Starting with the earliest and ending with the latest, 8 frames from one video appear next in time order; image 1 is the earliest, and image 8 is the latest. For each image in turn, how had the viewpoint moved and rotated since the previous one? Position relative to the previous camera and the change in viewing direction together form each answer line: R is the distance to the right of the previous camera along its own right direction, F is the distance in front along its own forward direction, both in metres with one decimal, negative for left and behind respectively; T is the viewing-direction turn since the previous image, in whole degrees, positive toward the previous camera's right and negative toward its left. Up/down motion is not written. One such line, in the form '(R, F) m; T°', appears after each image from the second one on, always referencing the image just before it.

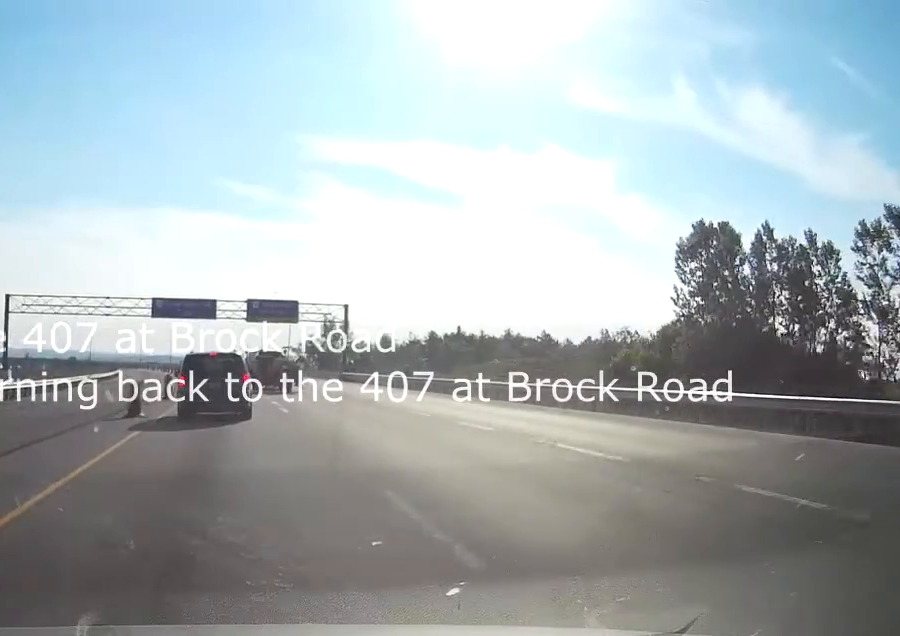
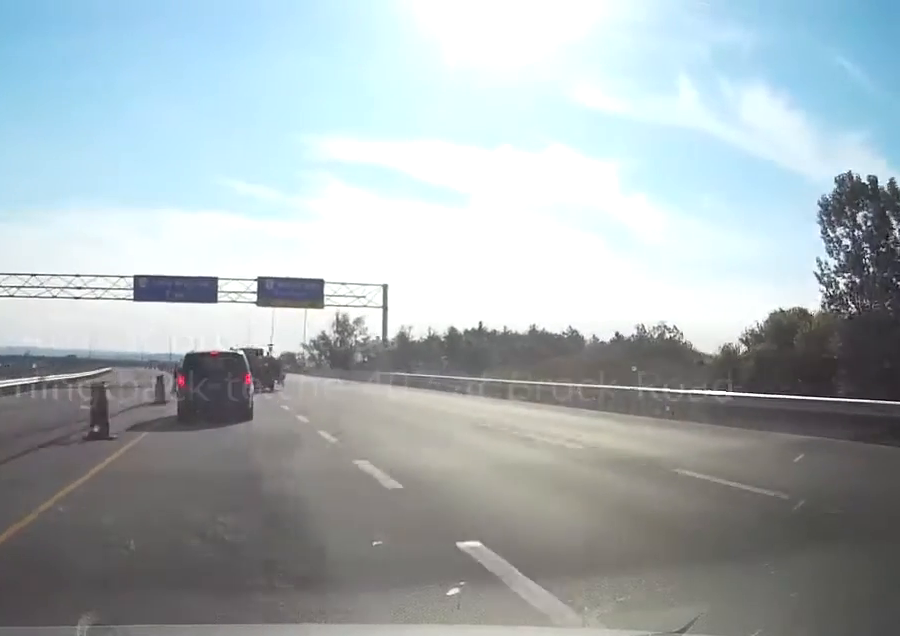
(-0.1, +22.0) m; 0°
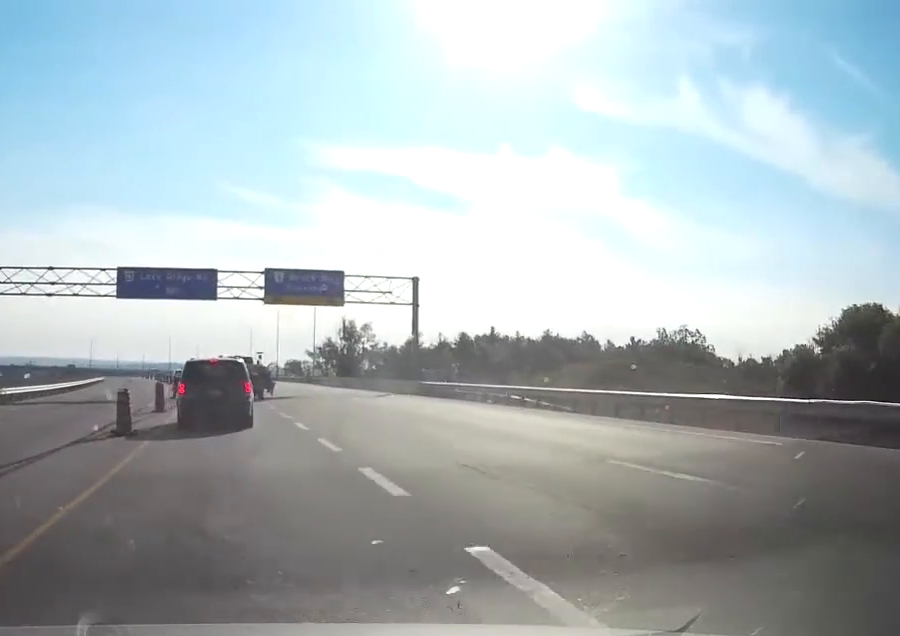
(0.0, +12.1) m; 0°
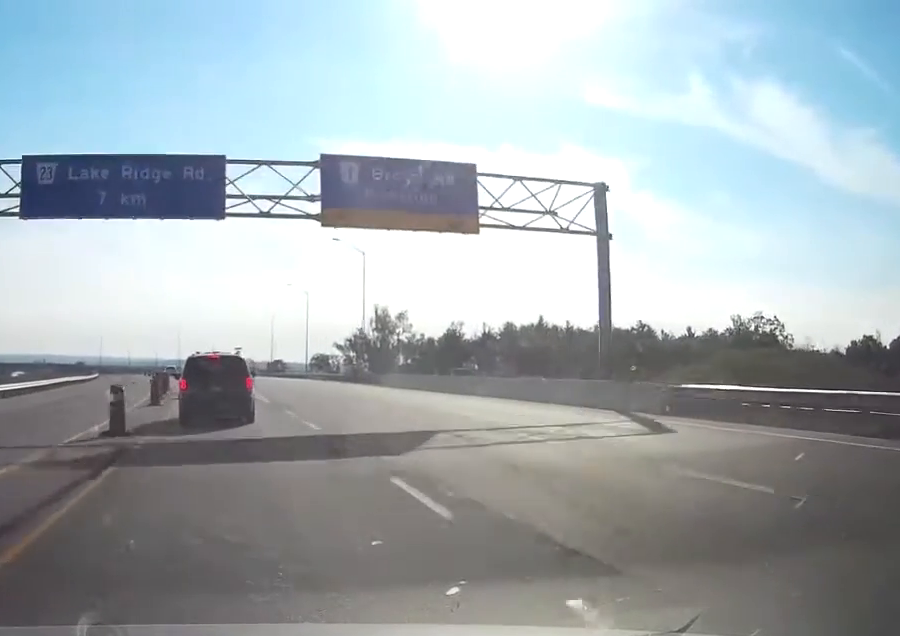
(-0.3, +32.1) m; -1°
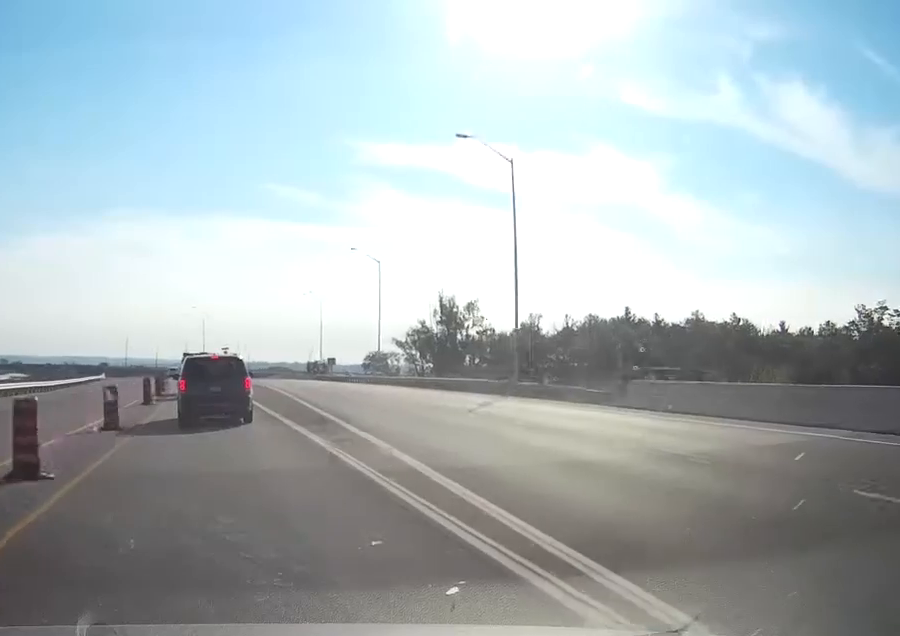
(-0.7, +40.3) m; -3°
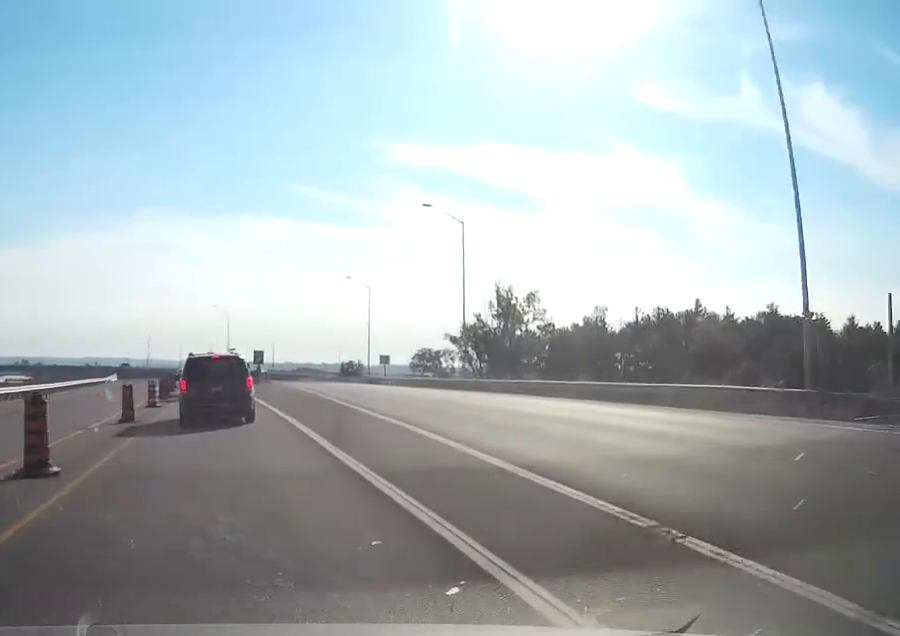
(-0.7, +25.0) m; -2°
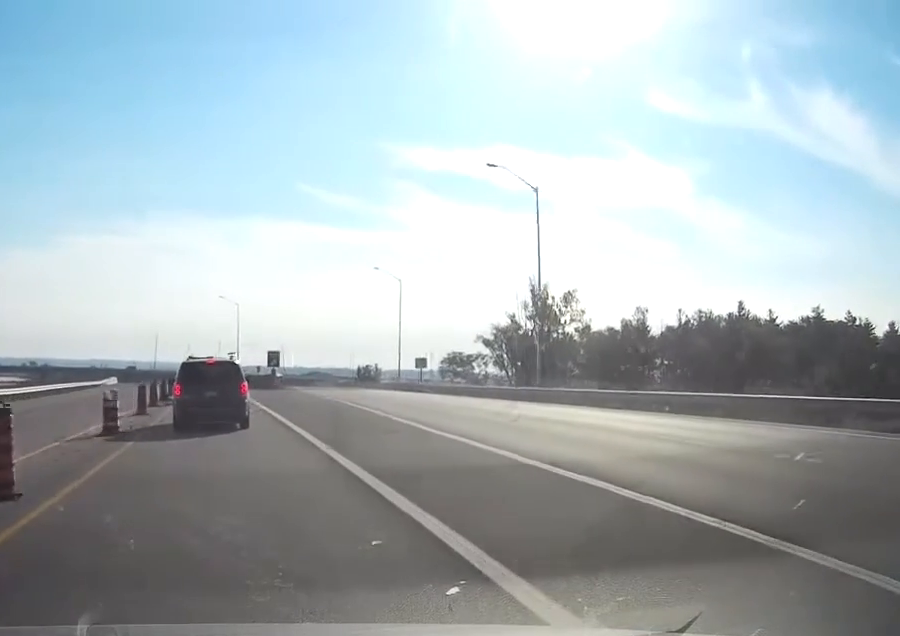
(0.0, +15.1) m; 0°
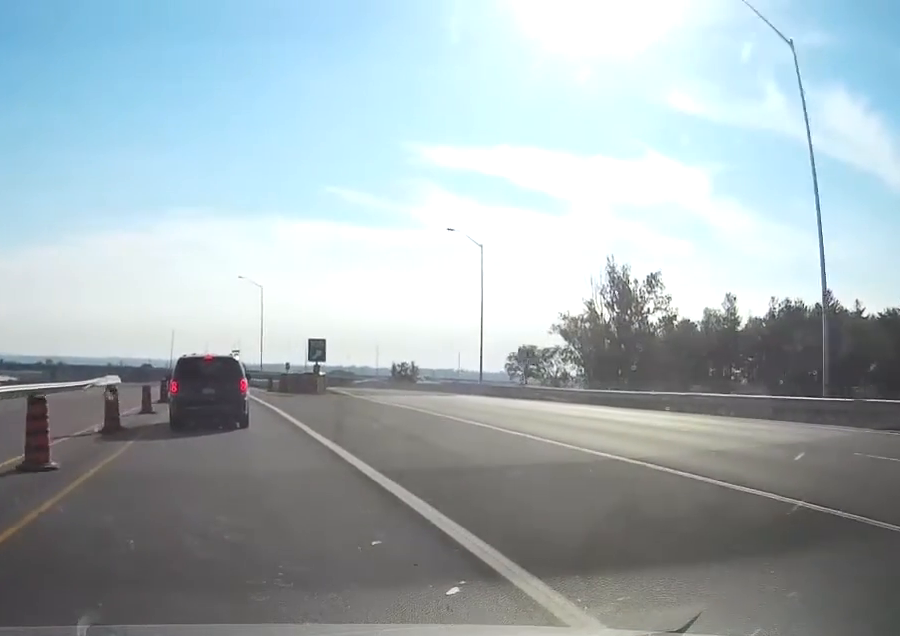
(0.0, +26.6) m; 0°
